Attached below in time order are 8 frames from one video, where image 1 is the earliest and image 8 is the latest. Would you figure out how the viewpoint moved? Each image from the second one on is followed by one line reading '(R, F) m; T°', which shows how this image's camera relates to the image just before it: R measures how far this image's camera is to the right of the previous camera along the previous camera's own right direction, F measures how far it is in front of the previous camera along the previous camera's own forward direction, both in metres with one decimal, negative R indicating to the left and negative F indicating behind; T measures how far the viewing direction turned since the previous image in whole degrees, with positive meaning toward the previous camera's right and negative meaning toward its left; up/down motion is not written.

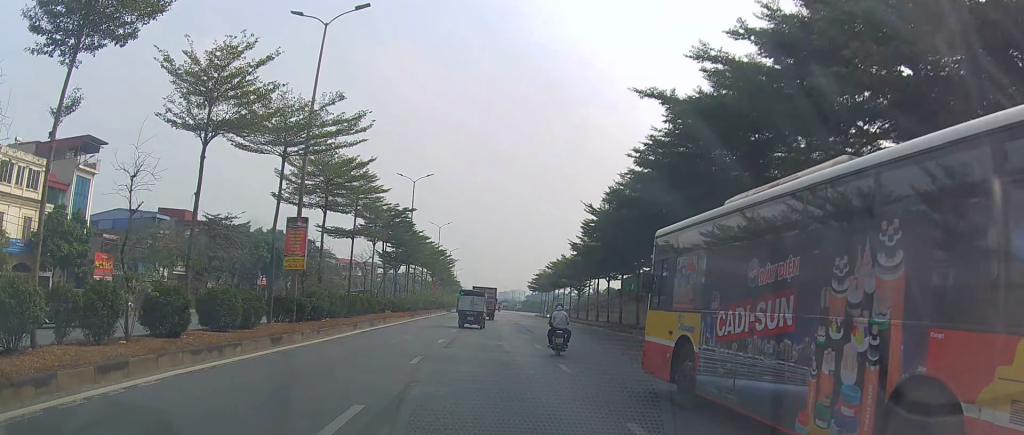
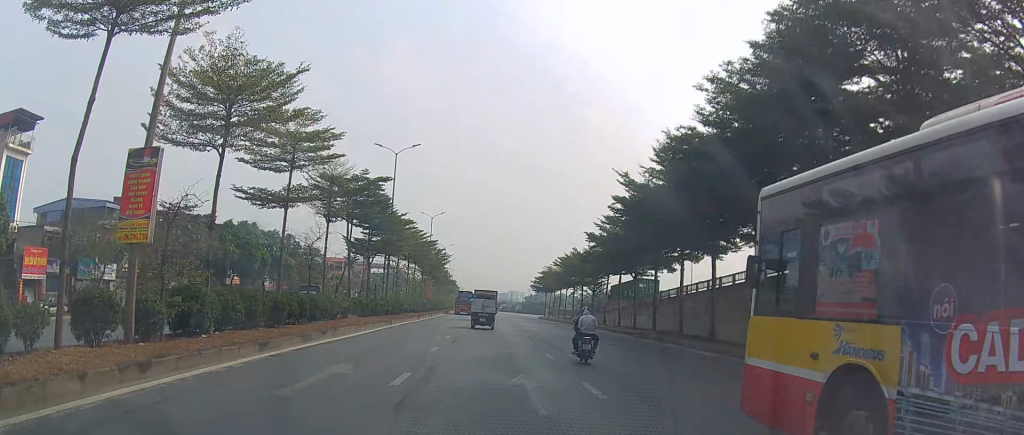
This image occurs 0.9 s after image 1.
(+0.1, +8.5) m; -1°
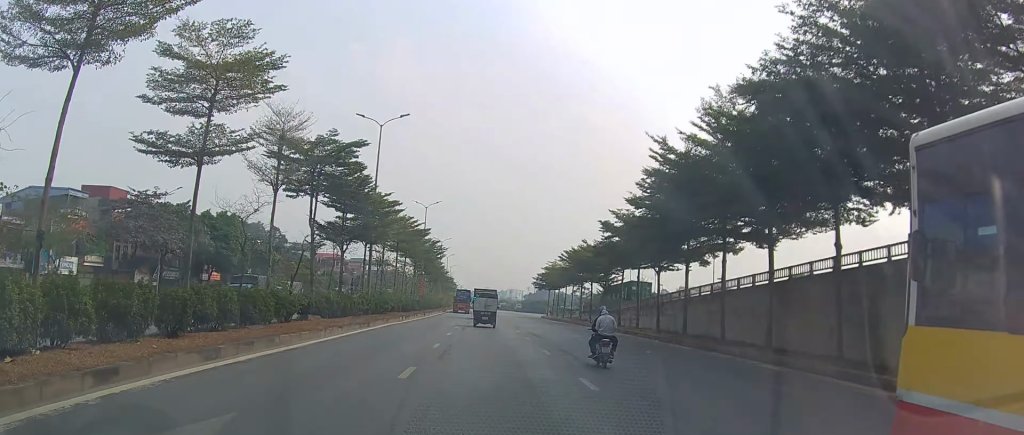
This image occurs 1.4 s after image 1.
(-0.1, +6.0) m; -1°
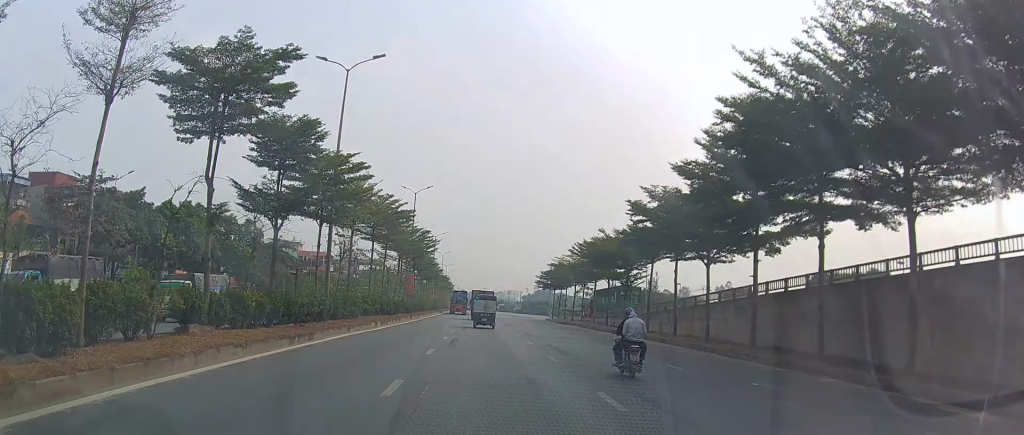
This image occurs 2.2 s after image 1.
(-0.3, +9.5) m; -1°
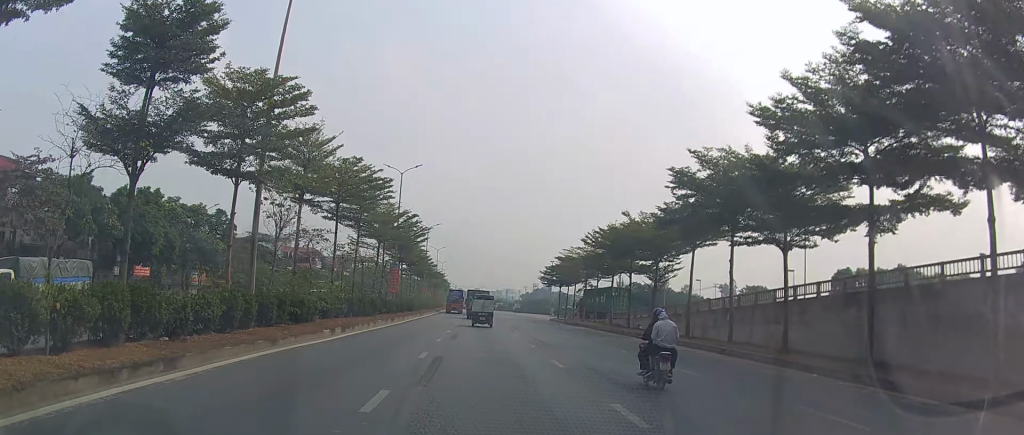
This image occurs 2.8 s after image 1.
(+0.1, +9.0) m; 0°
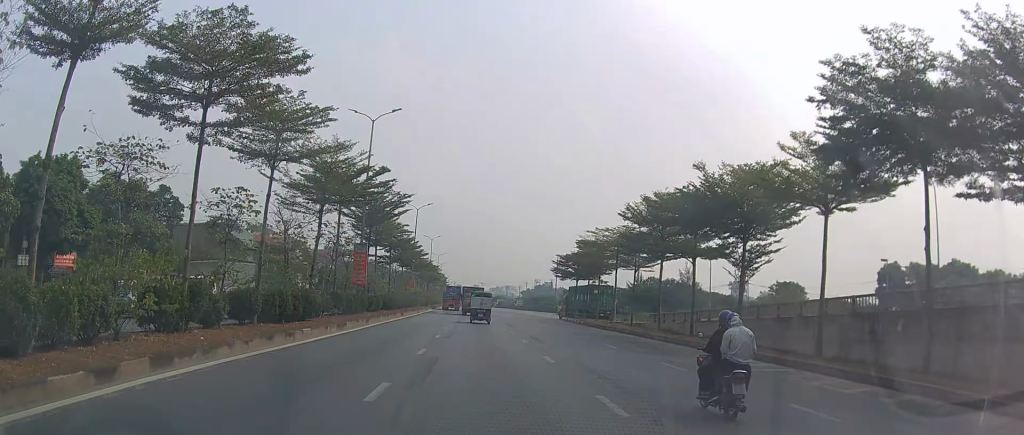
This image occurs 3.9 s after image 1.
(-0.1, +14.4) m; +1°
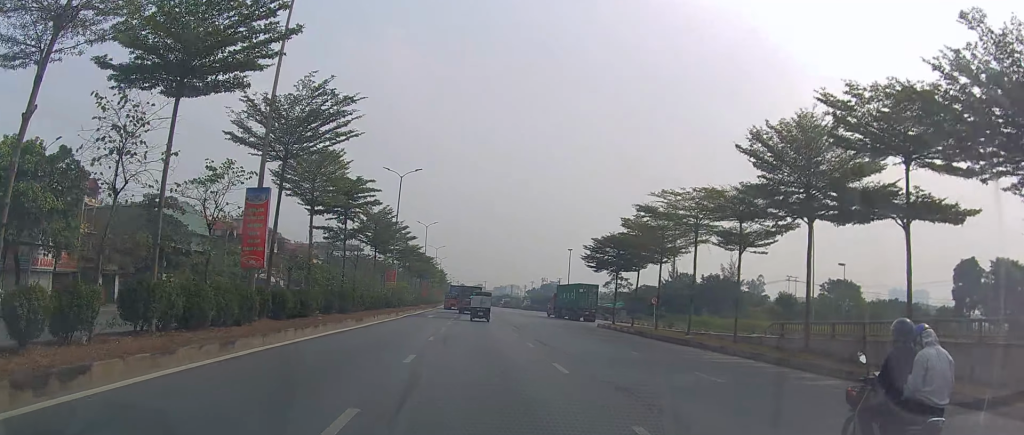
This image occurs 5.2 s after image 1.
(+0.4, +17.9) m; 0°
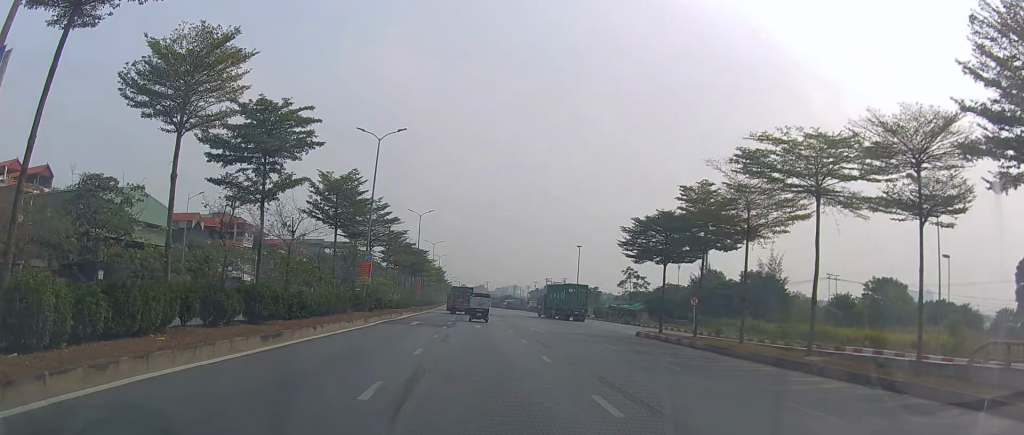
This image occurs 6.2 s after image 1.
(-0.6, +12.9) m; 0°
